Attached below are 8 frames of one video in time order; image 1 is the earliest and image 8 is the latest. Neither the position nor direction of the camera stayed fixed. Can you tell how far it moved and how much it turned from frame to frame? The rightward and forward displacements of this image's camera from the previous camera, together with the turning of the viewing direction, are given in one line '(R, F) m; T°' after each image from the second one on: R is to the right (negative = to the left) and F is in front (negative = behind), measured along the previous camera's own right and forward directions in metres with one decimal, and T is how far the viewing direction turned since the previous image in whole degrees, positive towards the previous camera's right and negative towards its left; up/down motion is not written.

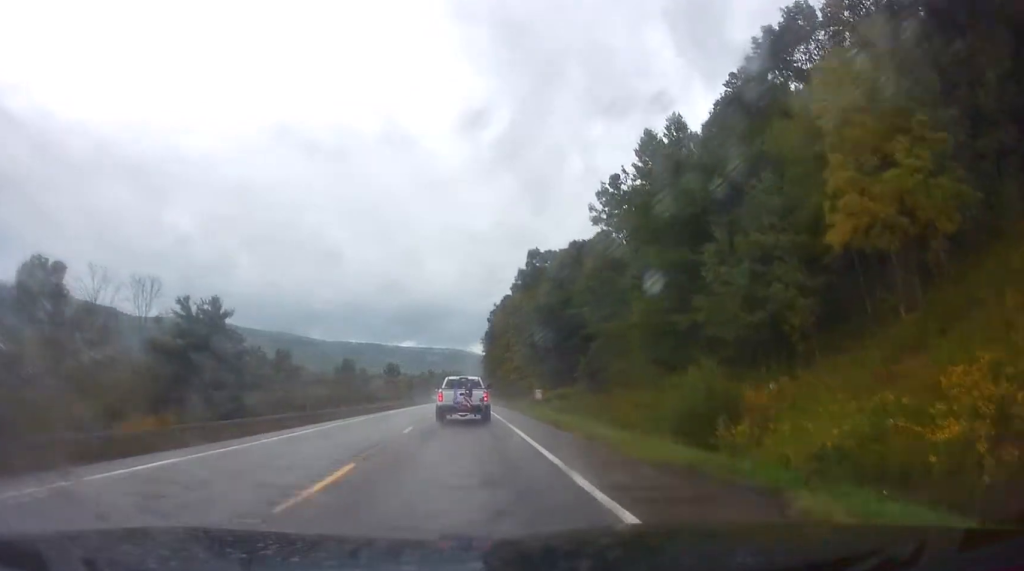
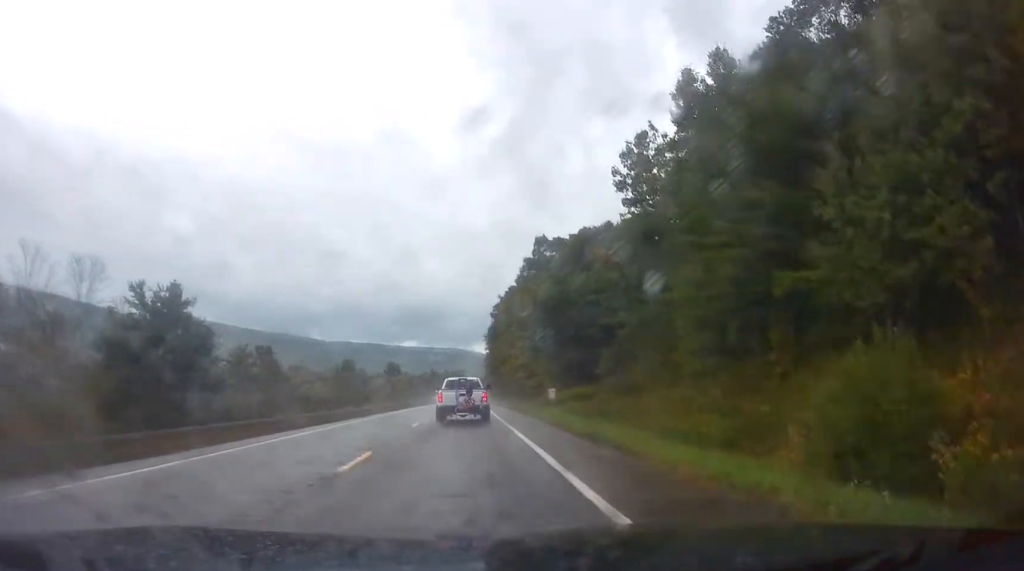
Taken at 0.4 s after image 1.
(+0.5, +9.2) m; 0°
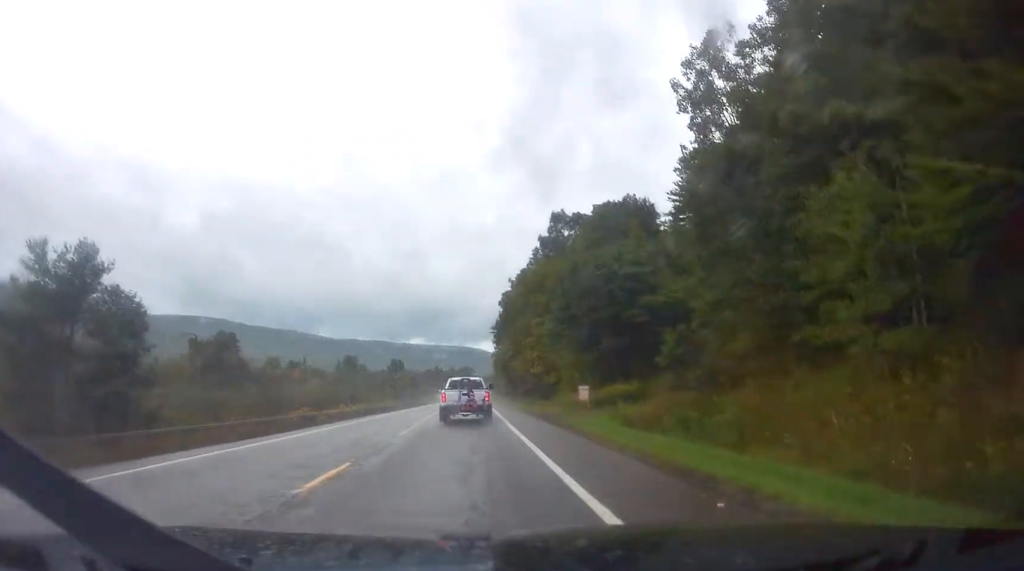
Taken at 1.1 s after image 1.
(-0.8, +14.3) m; -1°
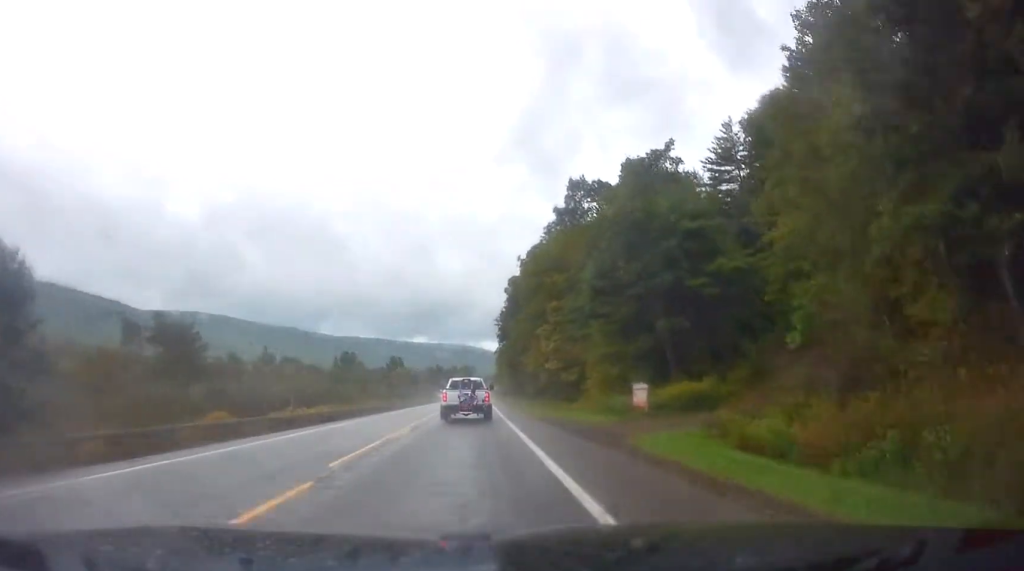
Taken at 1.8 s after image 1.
(-0.1, +14.4) m; 0°
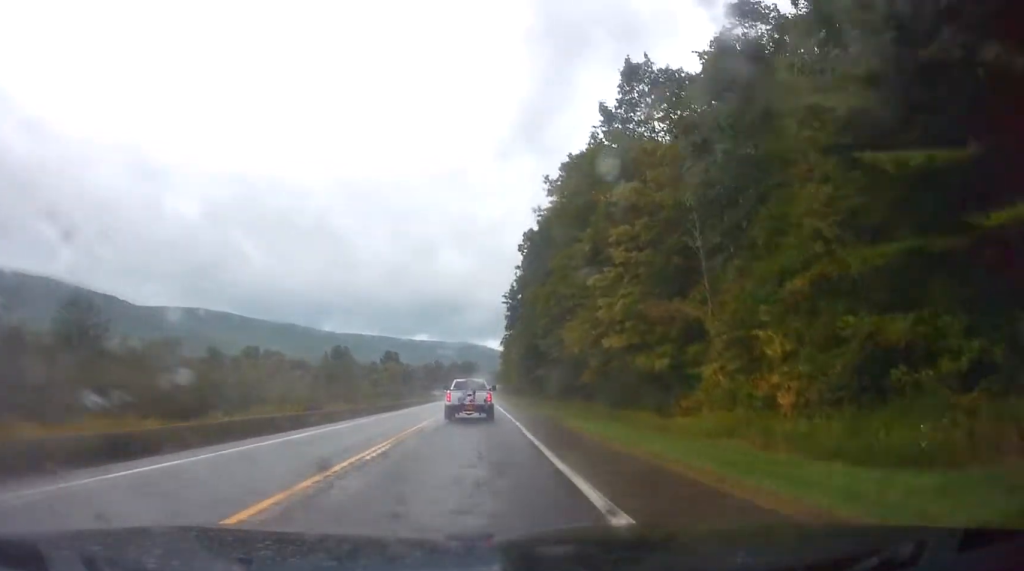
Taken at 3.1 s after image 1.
(+0.5, +29.7) m; +1°
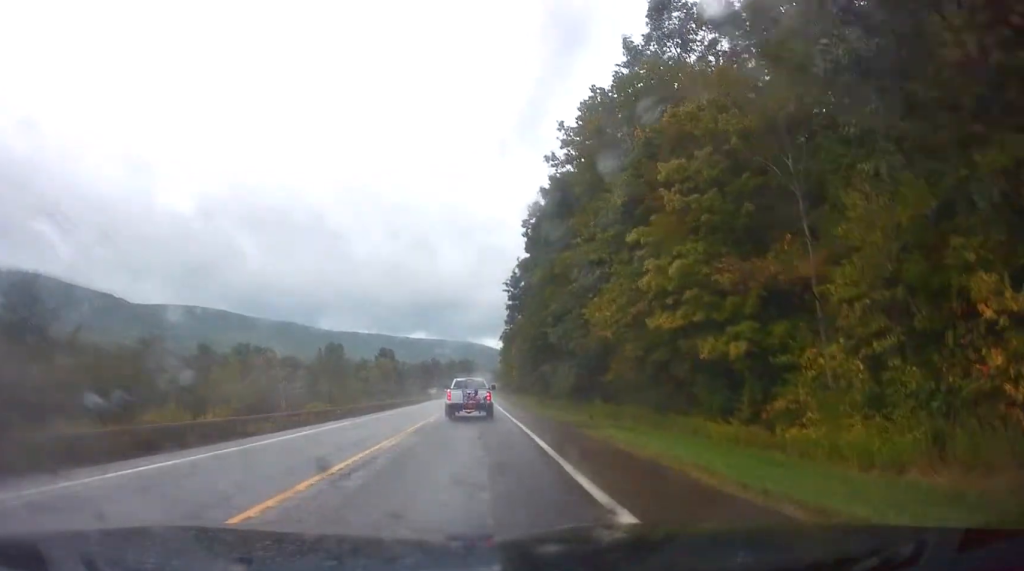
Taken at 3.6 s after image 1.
(0.0, +10.2) m; 0°
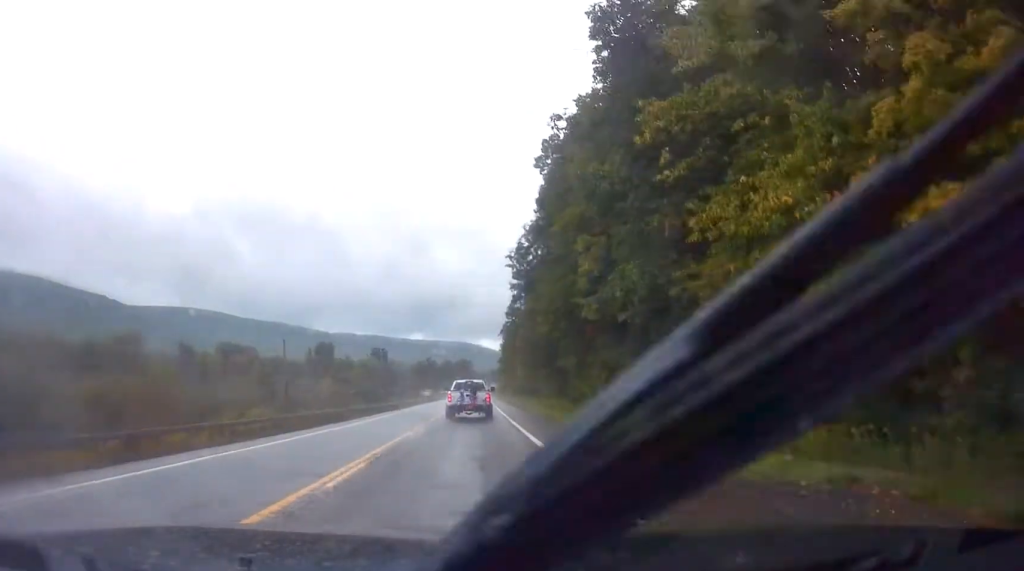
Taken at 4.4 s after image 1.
(+0.1, +17.7) m; 0°
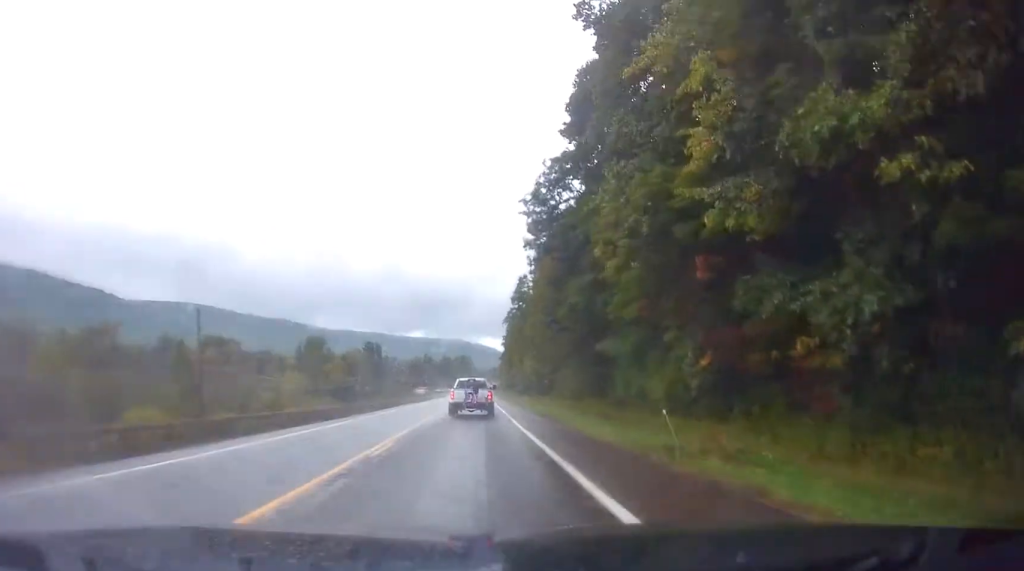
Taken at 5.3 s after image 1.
(0.0, +20.3) m; -1°
